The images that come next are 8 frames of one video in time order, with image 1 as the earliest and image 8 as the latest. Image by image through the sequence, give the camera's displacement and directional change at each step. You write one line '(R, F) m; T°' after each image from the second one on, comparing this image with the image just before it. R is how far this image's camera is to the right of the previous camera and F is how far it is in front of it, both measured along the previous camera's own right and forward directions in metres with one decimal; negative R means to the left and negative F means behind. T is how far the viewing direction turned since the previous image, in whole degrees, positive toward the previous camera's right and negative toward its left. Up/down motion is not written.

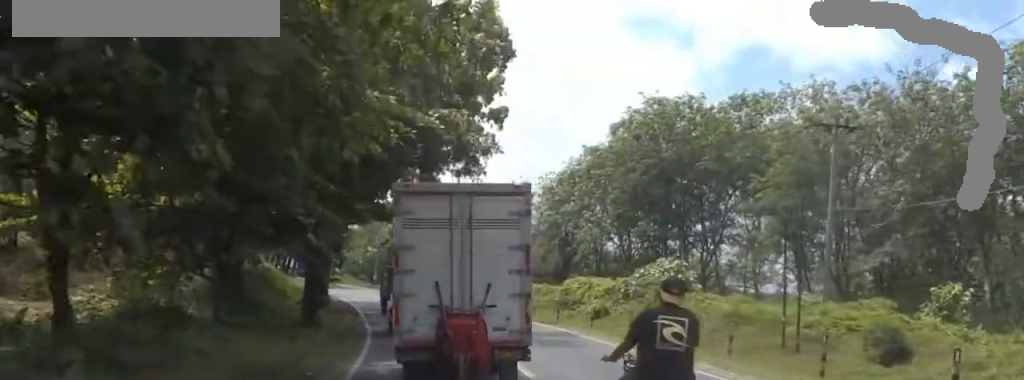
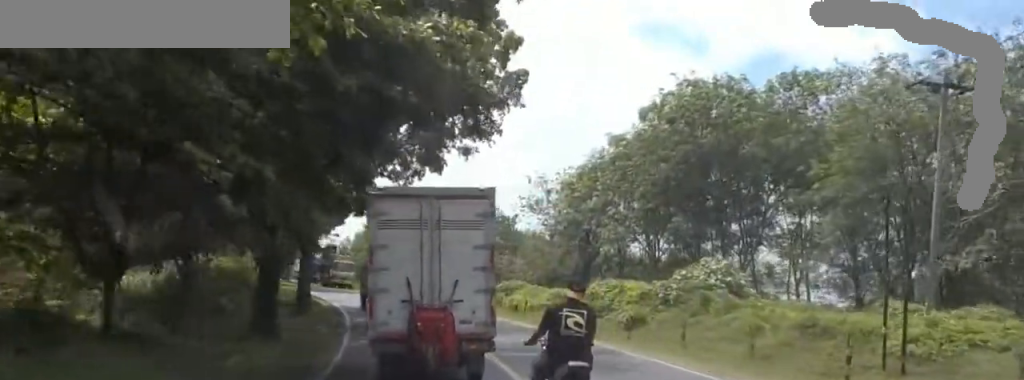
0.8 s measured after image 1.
(+0.2, +7.3) m; +1°
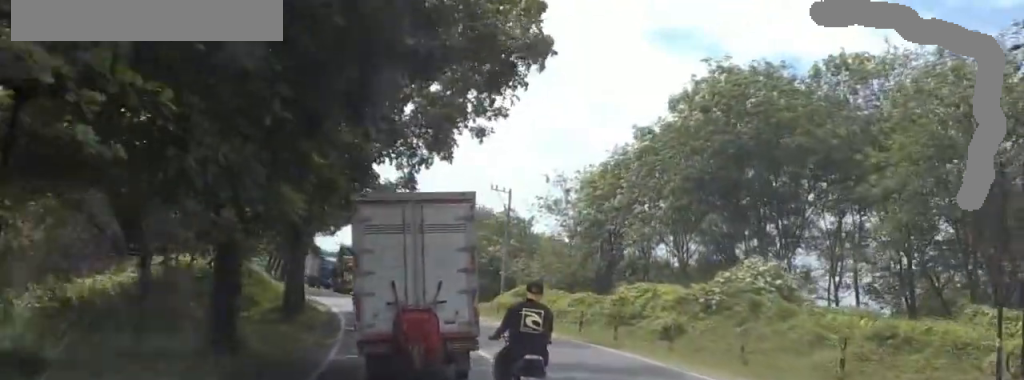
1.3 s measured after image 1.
(+0.1, +4.7) m; +1°
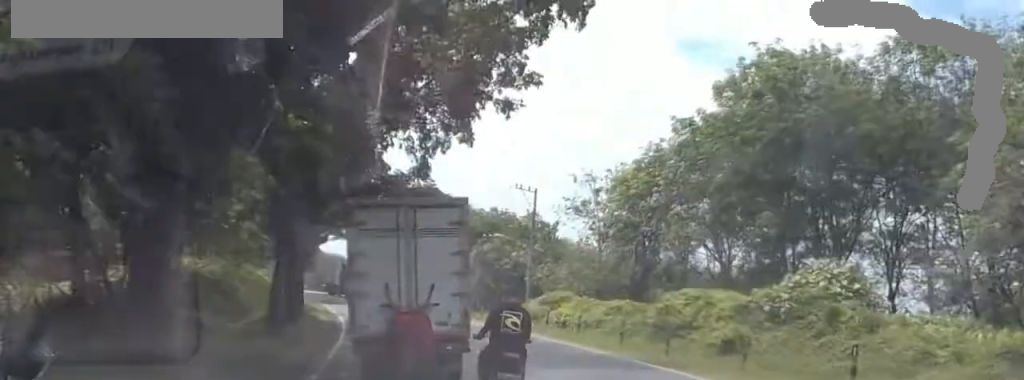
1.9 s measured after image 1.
(0.0, +5.1) m; 0°
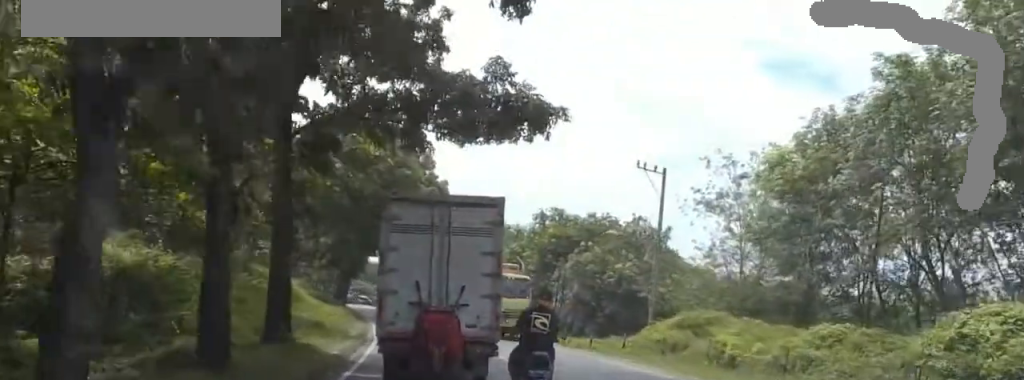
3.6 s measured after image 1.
(-0.5, +15.2) m; -4°
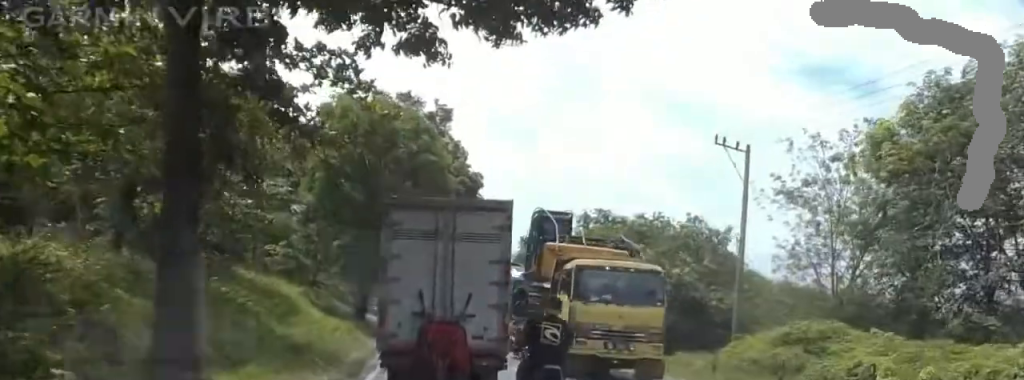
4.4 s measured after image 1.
(-0.2, +7.9) m; -2°
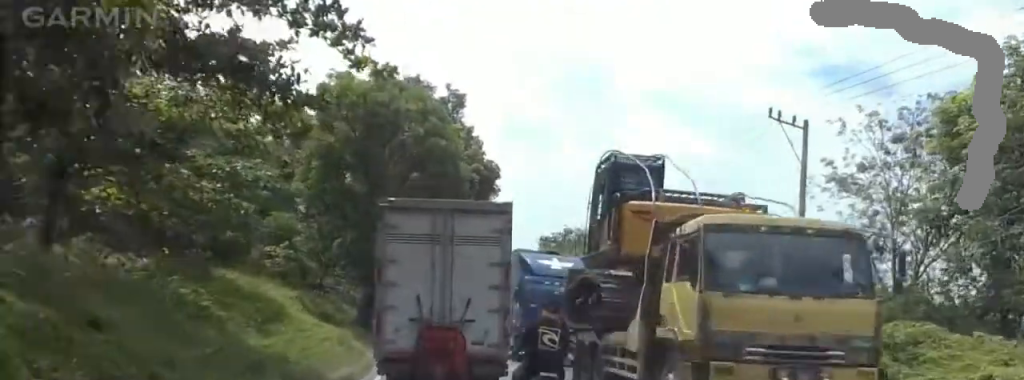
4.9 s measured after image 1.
(0.0, +4.6) m; 0°
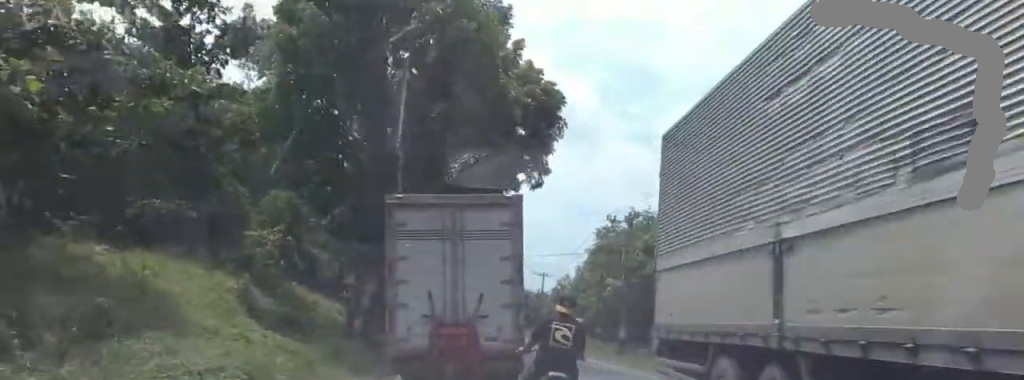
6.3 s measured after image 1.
(0.0, +13.8) m; 0°
